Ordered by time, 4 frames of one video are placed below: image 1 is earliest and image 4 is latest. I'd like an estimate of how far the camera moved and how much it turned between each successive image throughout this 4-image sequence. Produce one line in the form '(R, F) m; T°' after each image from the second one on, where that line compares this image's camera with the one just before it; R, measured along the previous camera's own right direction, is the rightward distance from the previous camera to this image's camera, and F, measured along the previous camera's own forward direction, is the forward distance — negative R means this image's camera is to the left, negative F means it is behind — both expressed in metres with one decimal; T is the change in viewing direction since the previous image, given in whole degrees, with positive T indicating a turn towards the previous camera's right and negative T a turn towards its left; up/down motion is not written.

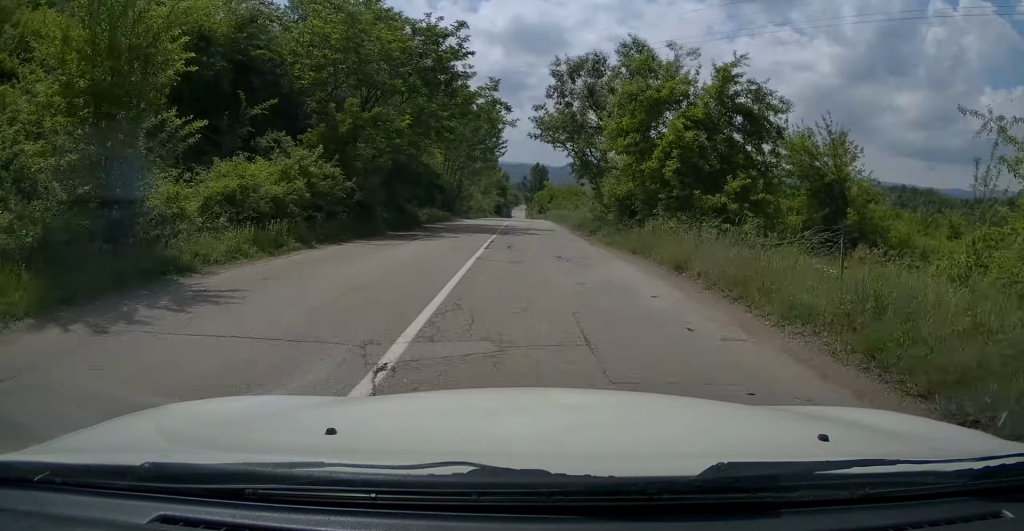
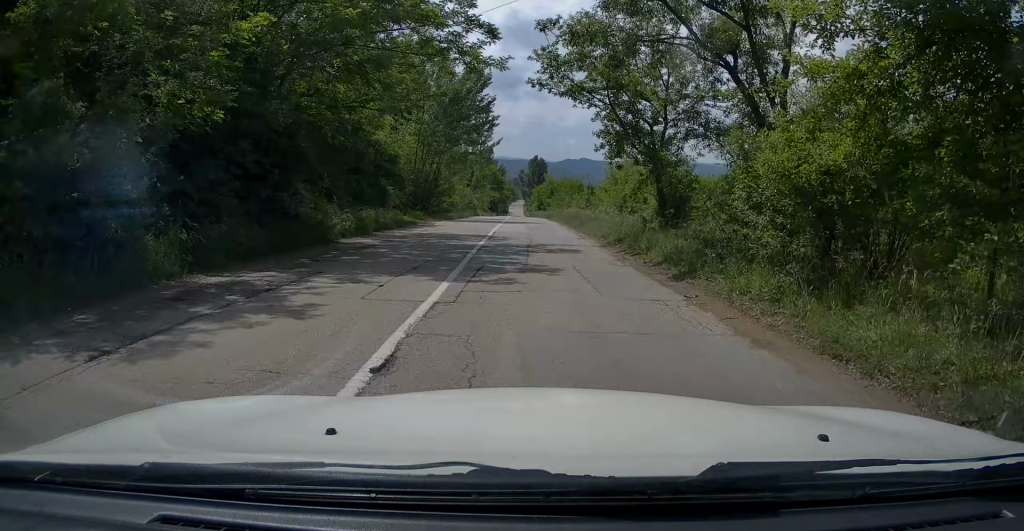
(+0.1, +14.5) m; 0°
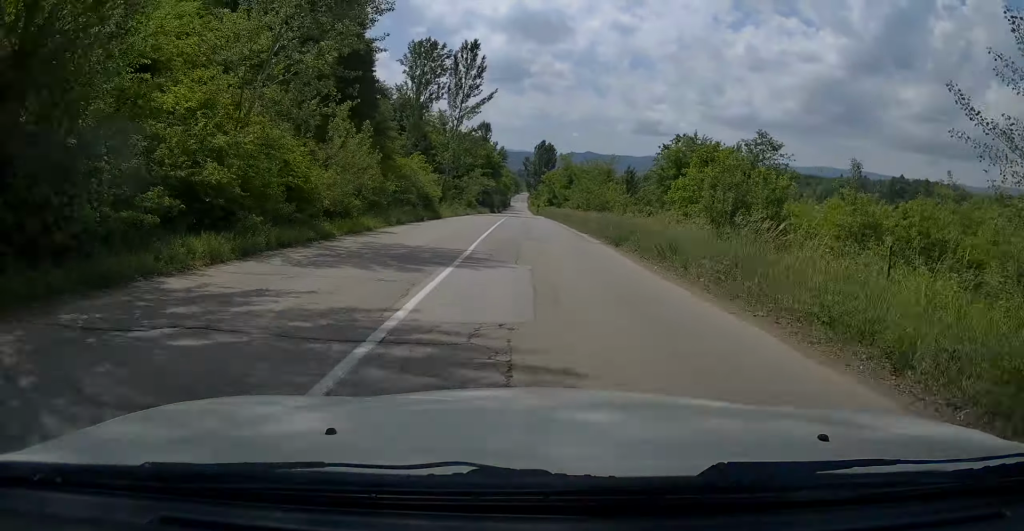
(-0.5, +39.8) m; -1°
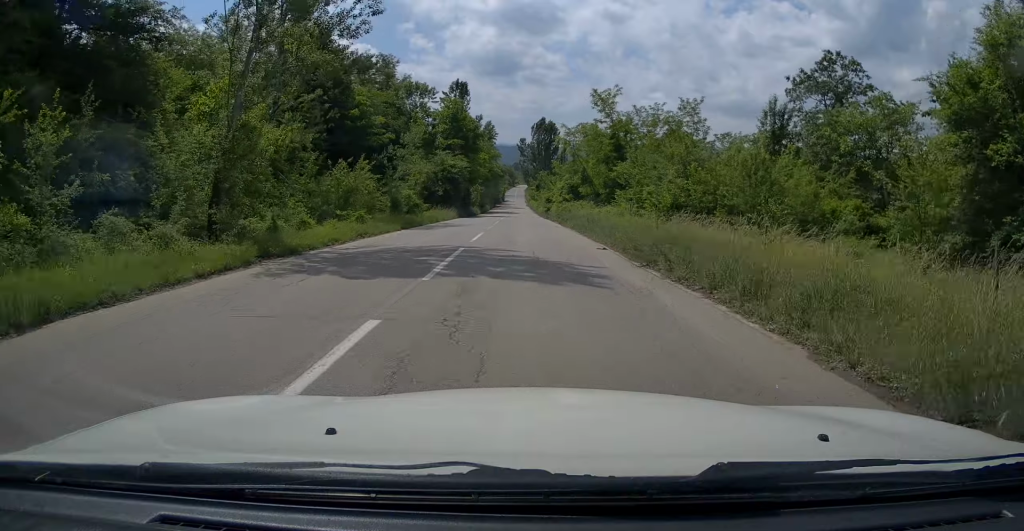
(0.0, +45.6) m; -1°
